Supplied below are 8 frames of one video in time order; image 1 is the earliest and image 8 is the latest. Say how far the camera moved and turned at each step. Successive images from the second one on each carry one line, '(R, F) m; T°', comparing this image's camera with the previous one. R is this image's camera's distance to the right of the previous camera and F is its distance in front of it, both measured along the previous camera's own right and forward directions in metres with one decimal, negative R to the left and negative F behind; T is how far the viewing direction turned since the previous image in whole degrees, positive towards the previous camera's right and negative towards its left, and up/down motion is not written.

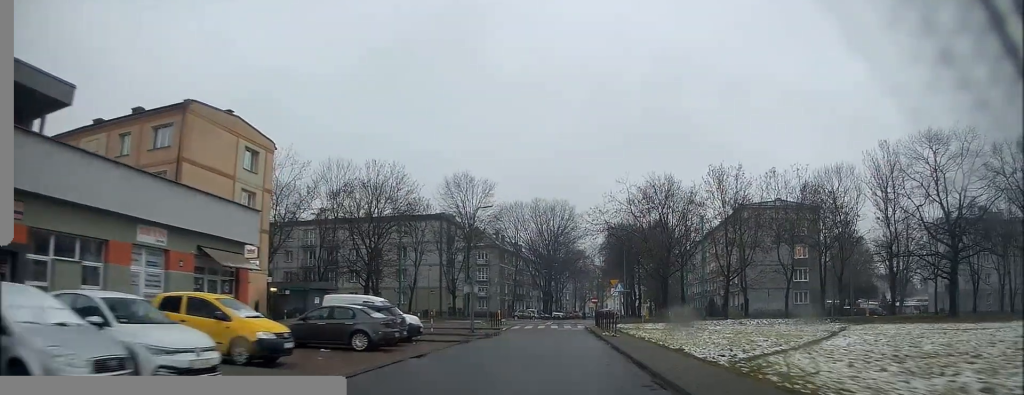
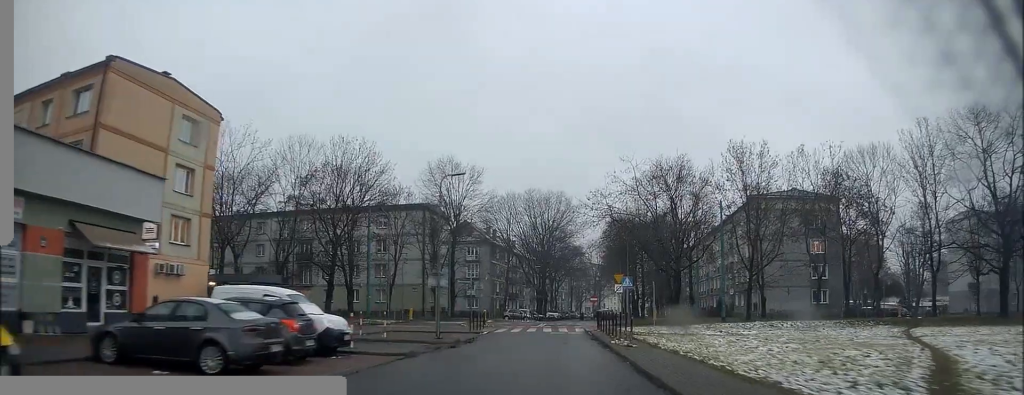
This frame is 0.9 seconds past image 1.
(0.0, +7.8) m; -1°
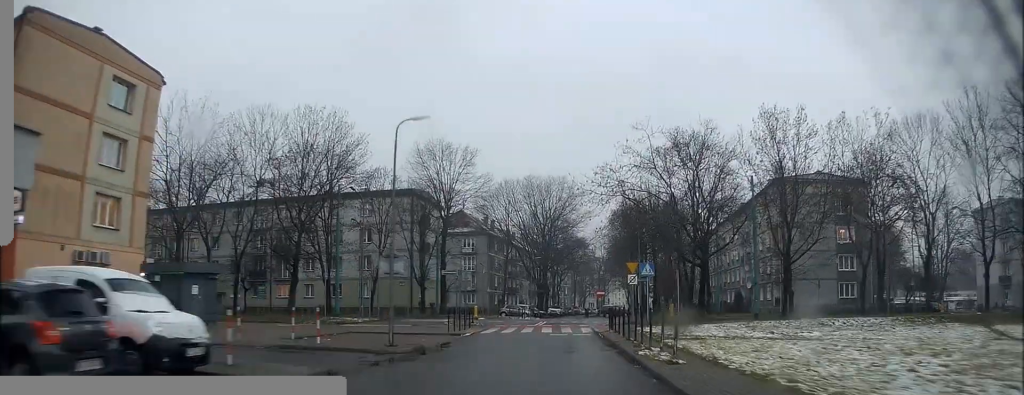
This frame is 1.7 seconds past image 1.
(-0.1, +7.2) m; 0°
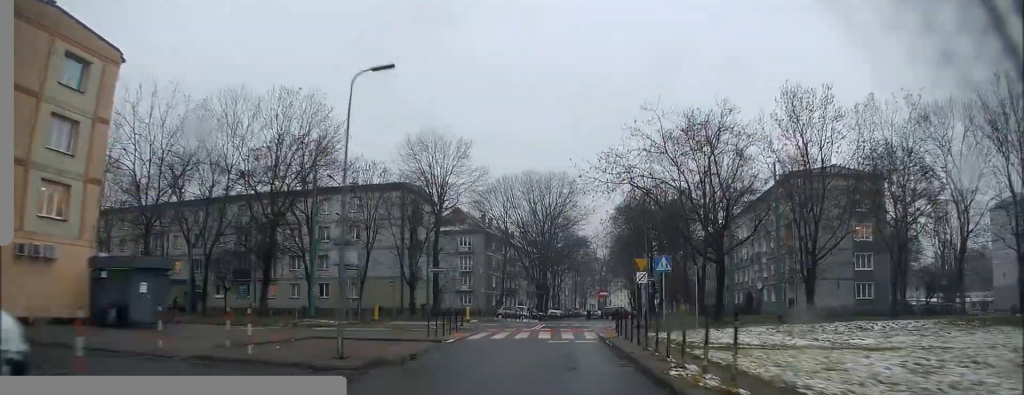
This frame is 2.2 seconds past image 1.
(-0.2, +4.3) m; 0°
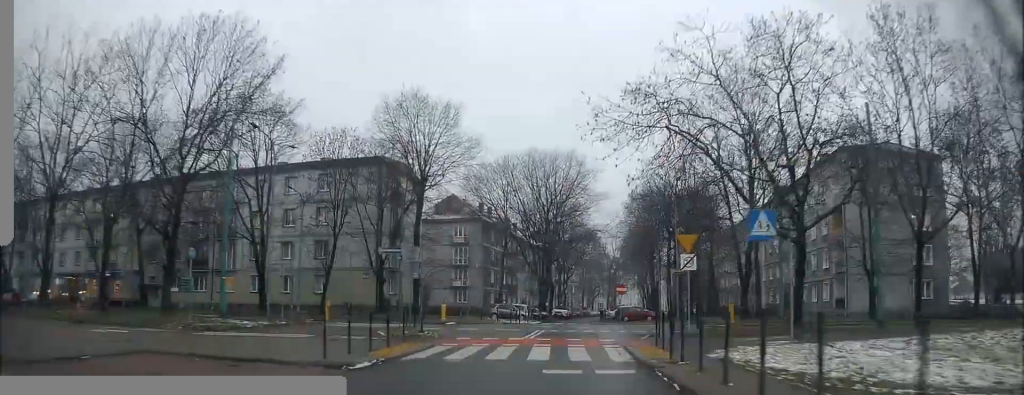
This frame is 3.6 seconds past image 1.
(+0.5, +11.1) m; +2°
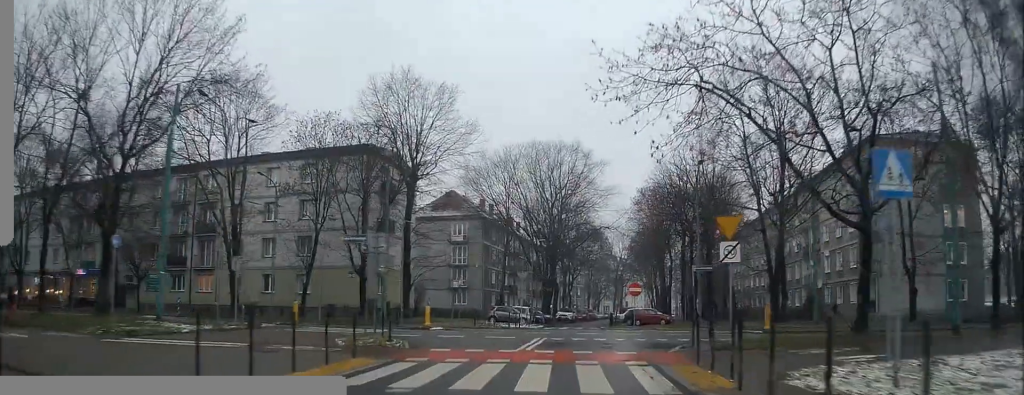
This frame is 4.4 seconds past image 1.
(0.0, +5.5) m; -1°
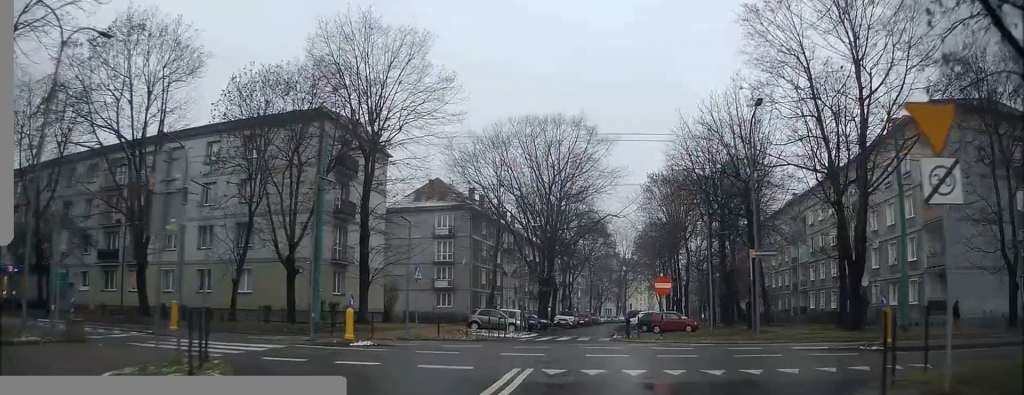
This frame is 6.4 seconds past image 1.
(-0.4, +11.1) m; -1°
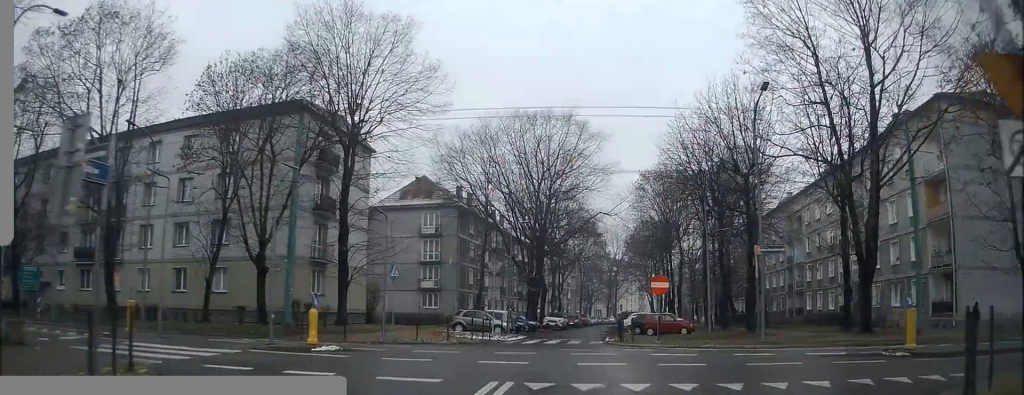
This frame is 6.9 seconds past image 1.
(+0.1, +2.0) m; +1°
